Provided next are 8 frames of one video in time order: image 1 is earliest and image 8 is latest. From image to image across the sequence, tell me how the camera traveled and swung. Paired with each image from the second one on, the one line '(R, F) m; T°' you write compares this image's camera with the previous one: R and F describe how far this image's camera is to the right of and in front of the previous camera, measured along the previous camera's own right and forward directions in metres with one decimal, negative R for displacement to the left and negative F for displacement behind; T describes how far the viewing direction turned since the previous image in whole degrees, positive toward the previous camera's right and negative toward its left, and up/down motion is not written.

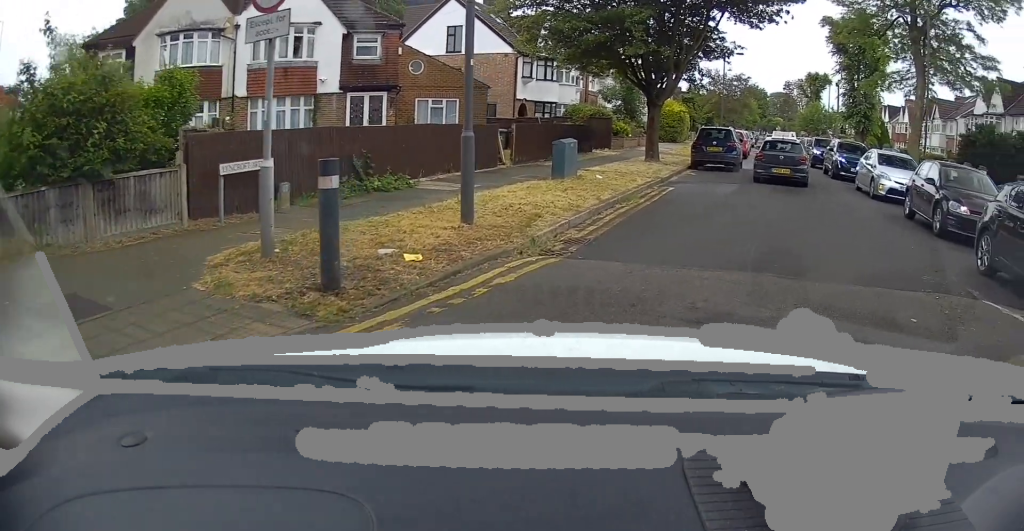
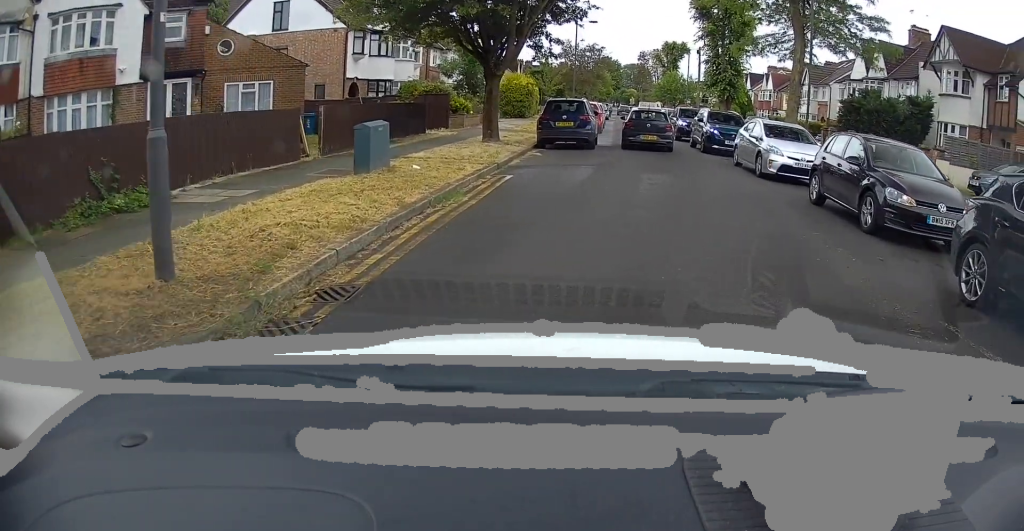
(+0.7, +3.5) m; +9°
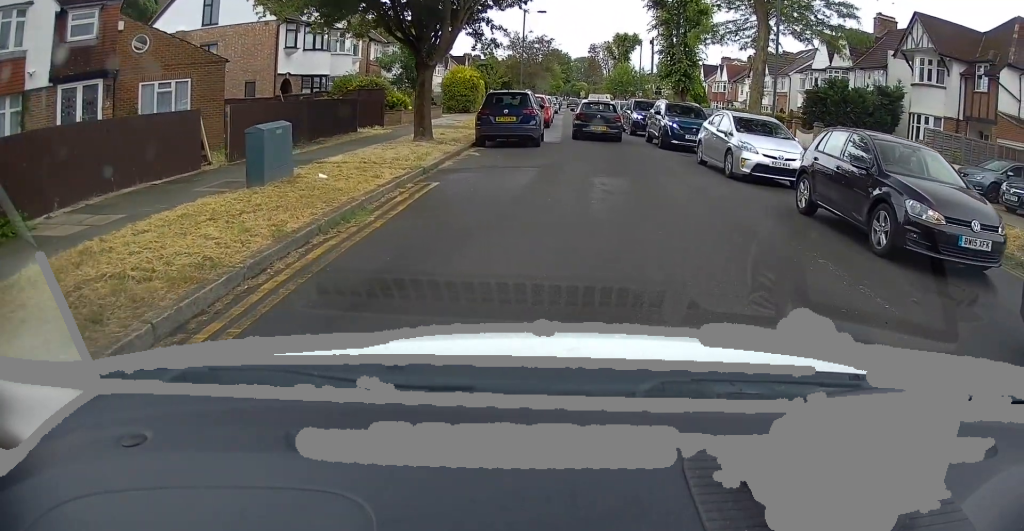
(0.0, +2.2) m; +2°
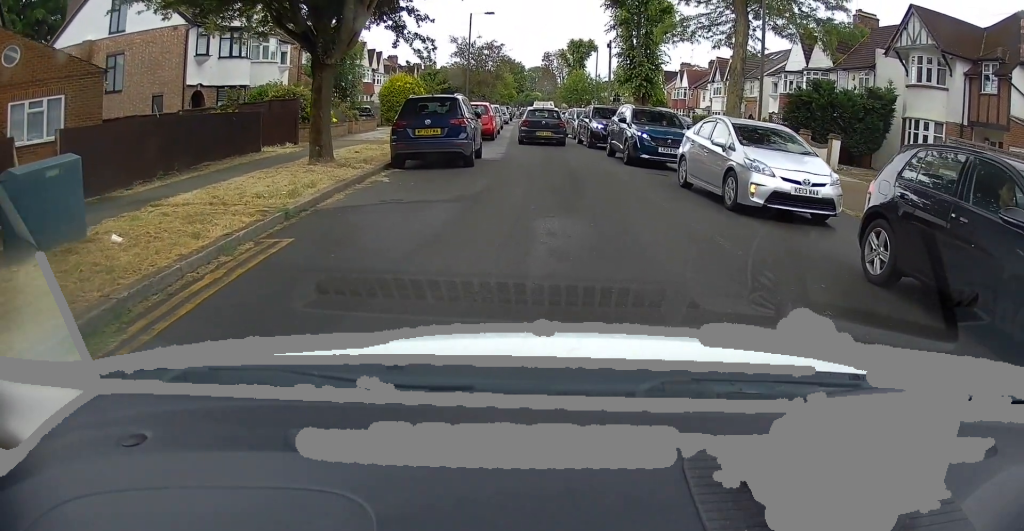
(-0.1, +3.9) m; +1°
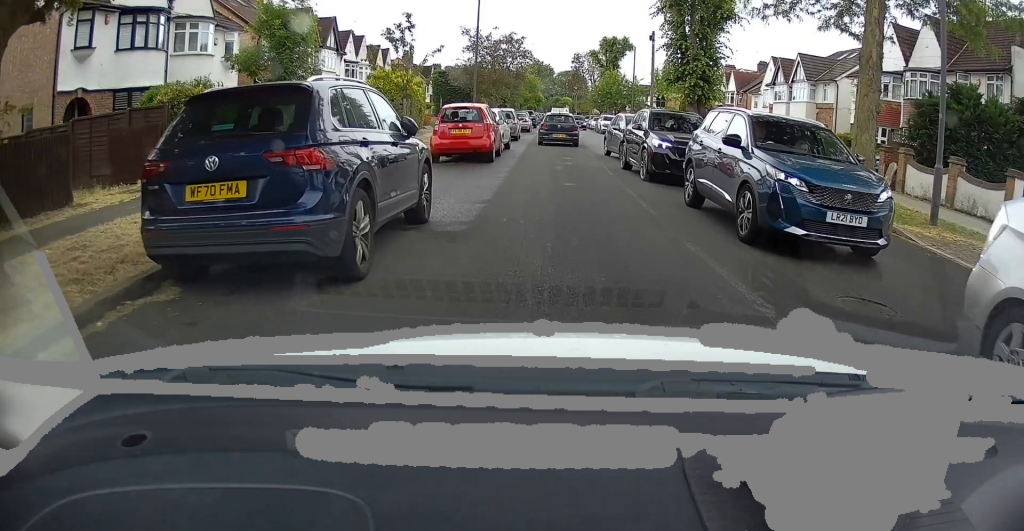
(+0.3, +9.3) m; -3°
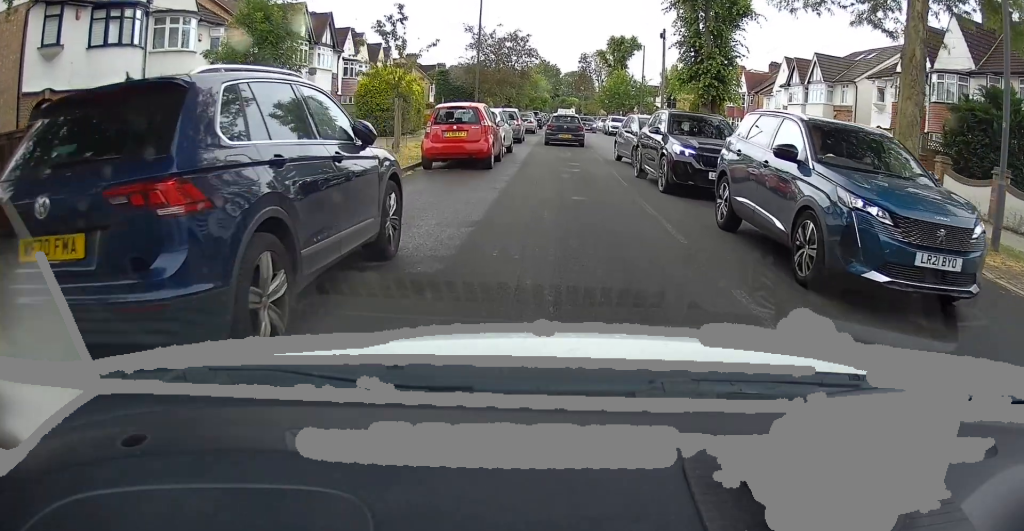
(+0.1, +1.8) m; -3°
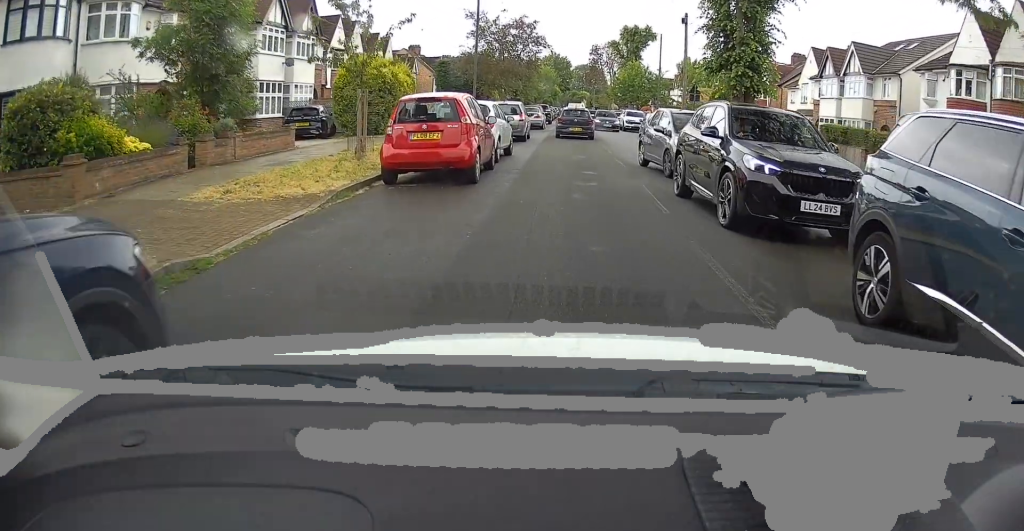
(-0.4, +4.2) m; -1°
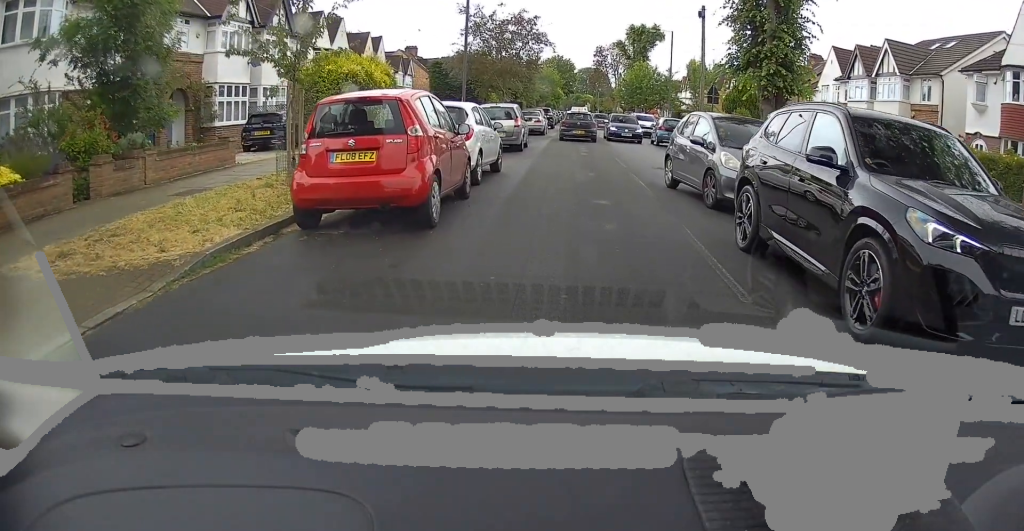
(+0.2, +3.9) m; +3°
